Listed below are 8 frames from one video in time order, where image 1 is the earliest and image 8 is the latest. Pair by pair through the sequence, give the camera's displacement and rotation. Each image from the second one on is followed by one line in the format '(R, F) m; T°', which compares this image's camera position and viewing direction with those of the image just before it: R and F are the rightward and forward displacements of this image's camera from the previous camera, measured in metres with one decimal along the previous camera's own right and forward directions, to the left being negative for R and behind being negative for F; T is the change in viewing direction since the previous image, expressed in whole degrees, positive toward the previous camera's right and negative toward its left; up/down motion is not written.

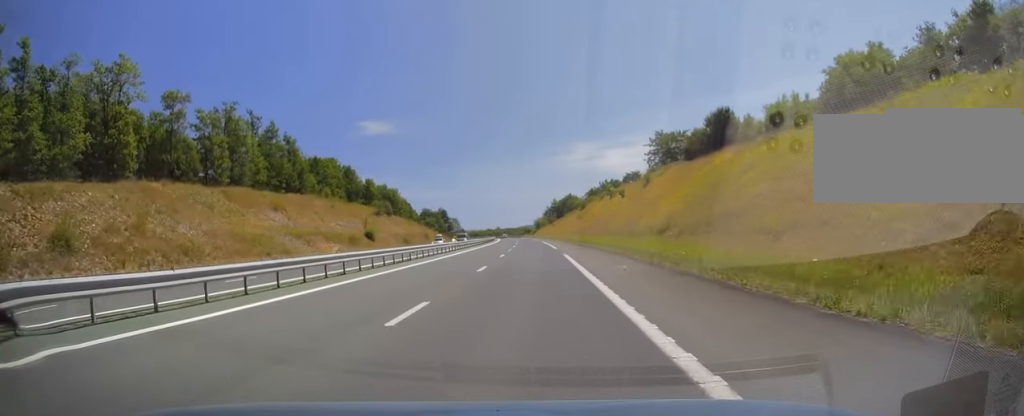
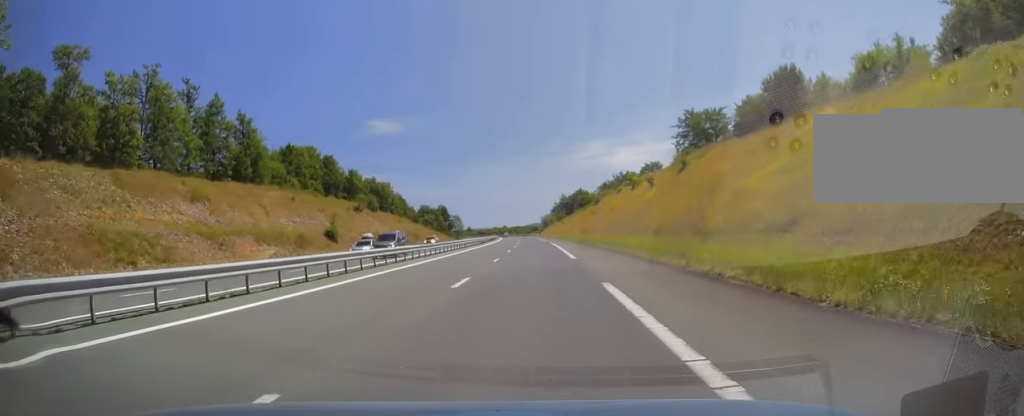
(-0.1, +20.2) m; -1°
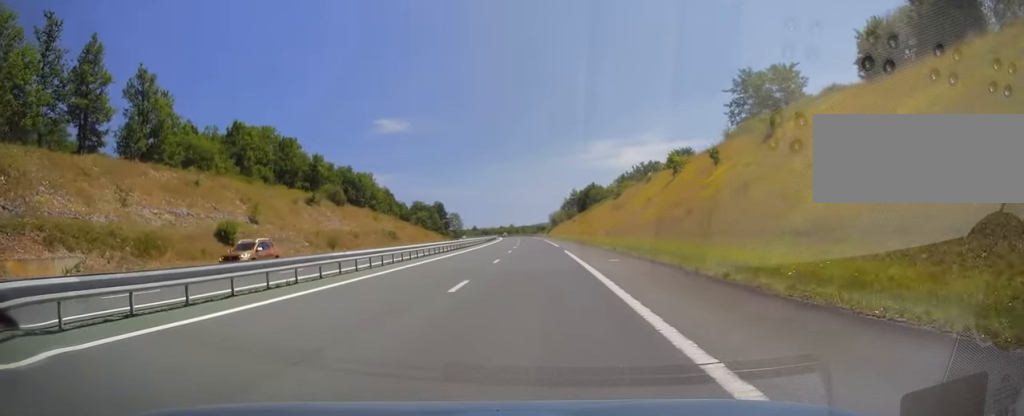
(0.0, +27.1) m; -1°
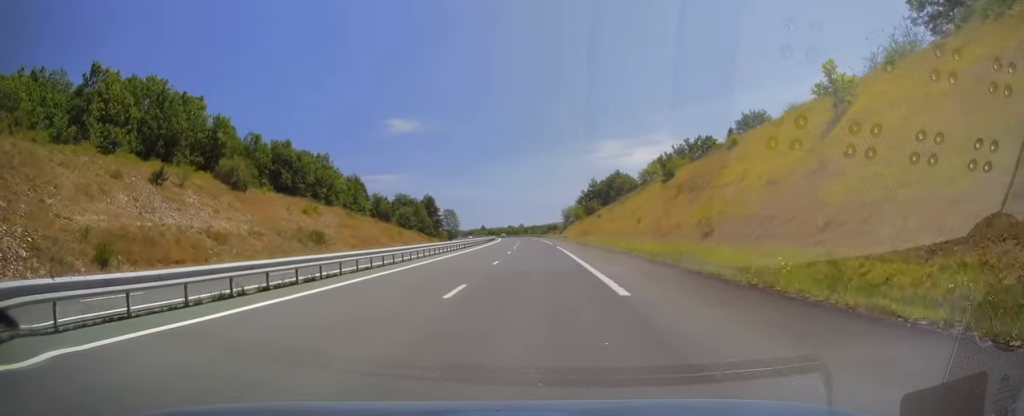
(-0.6, +40.3) m; -1°
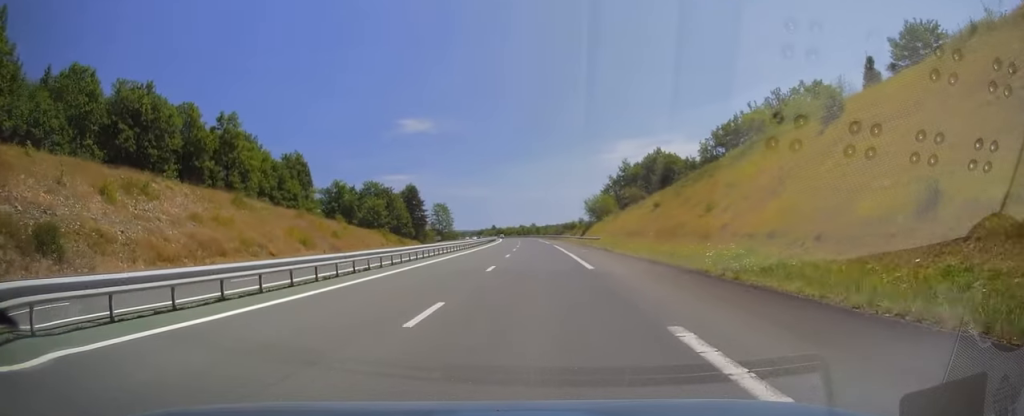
(-0.5, +42.8) m; -1°
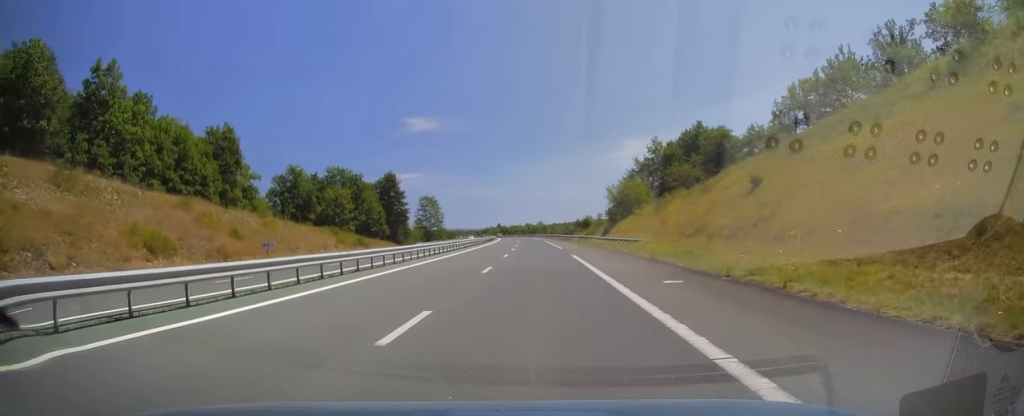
(-0.1, +27.6) m; -1°
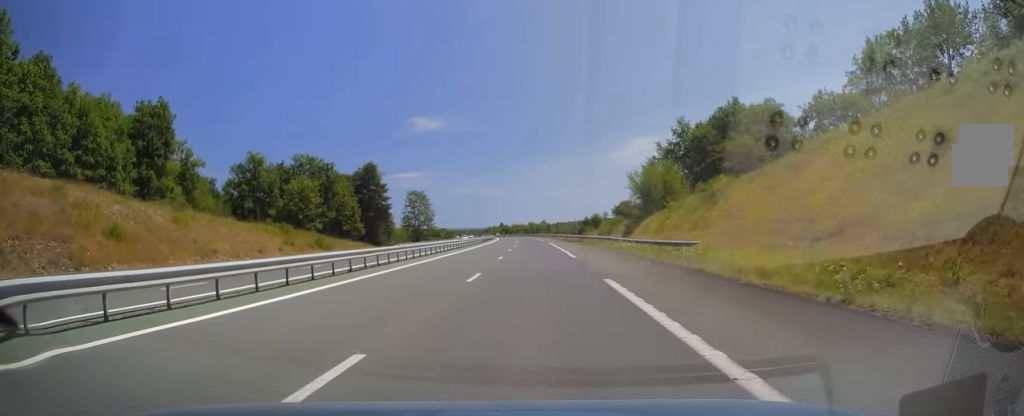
(-0.1, +16.7) m; 0°
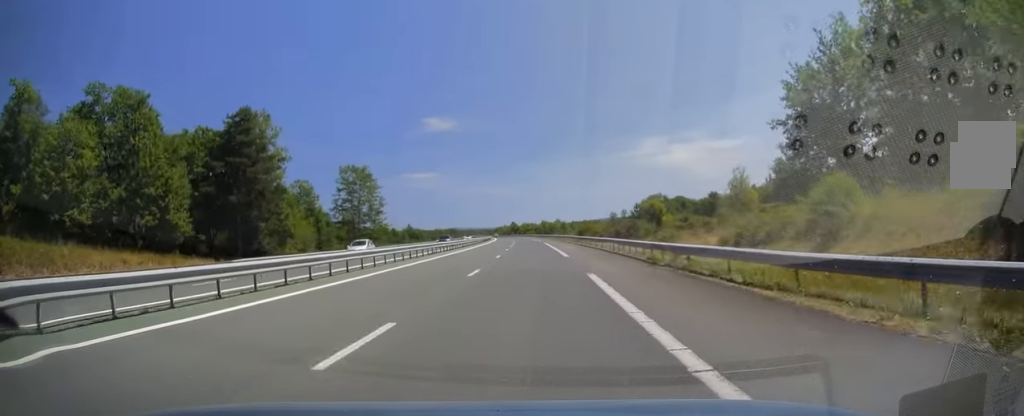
(-0.5, +49.7) m; -1°
